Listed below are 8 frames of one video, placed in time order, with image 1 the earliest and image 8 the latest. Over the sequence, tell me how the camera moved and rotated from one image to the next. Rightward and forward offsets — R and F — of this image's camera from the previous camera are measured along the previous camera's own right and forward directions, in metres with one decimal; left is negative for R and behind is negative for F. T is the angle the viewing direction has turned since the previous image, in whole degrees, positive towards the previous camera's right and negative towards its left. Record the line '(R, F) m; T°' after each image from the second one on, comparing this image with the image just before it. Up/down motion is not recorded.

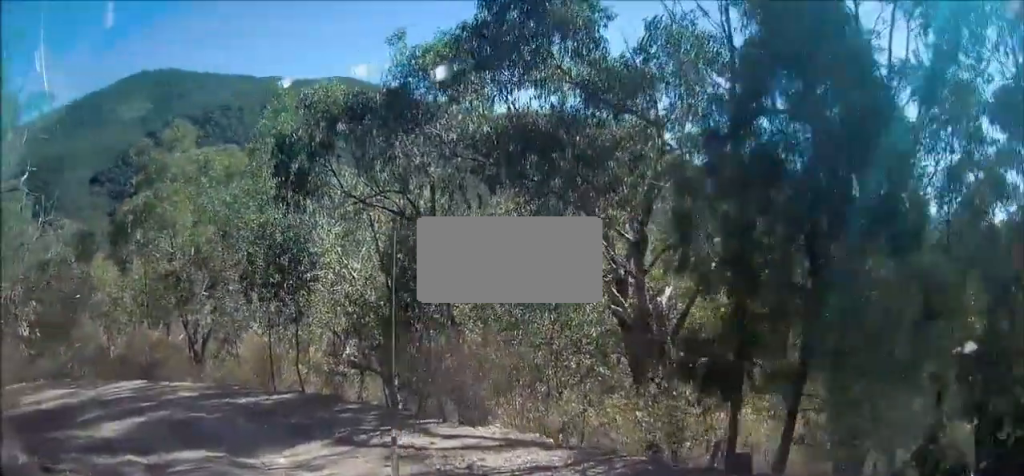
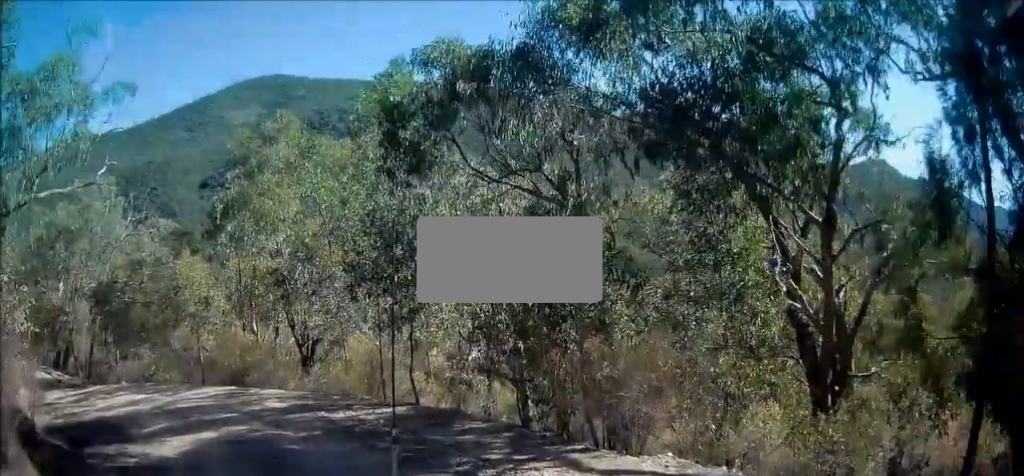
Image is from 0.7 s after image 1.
(-0.3, +2.4) m; -16°
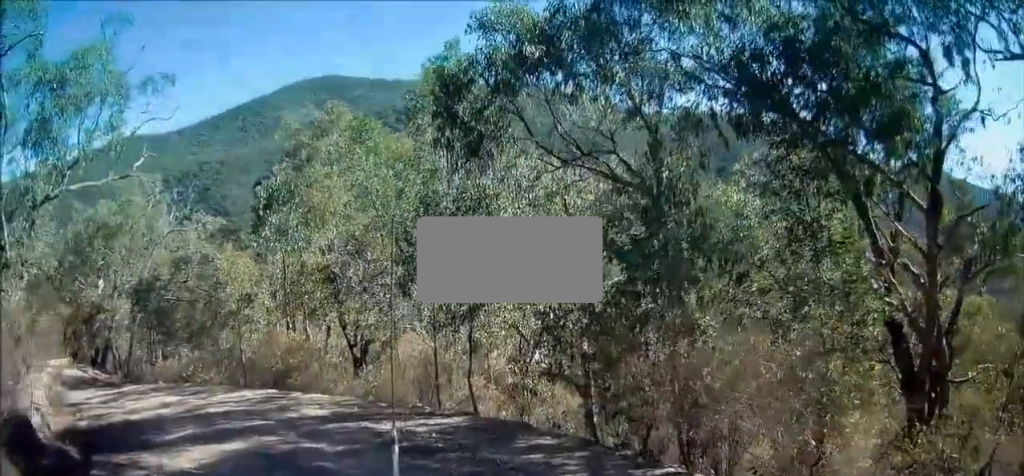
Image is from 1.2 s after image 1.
(-0.2, +1.3) m; -9°
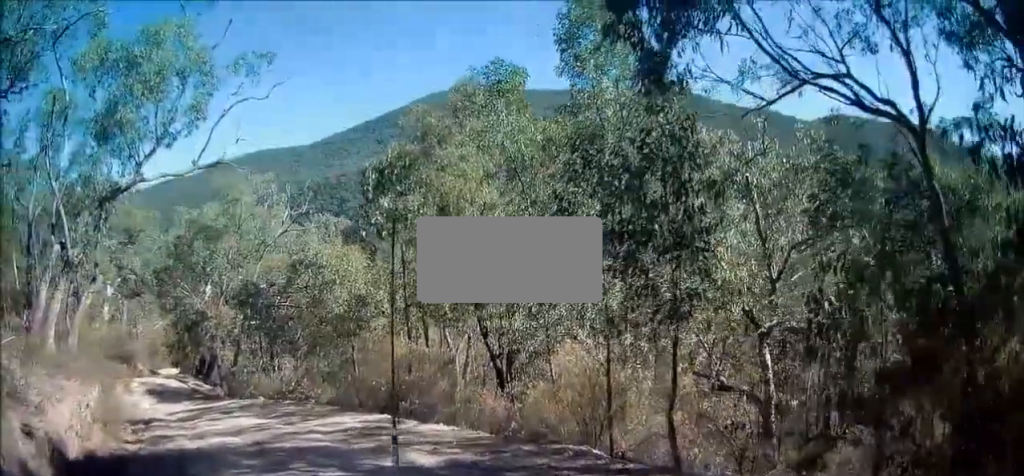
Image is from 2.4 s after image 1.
(-0.8, +3.4) m; -19°
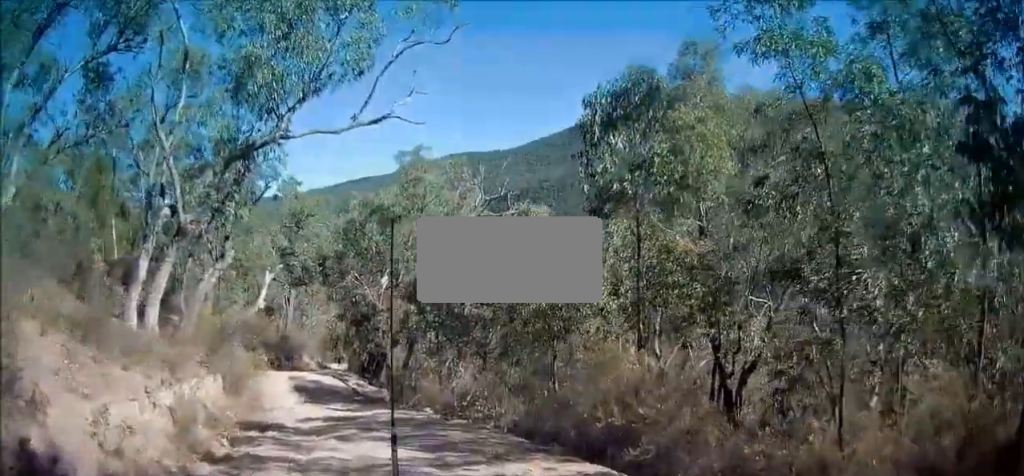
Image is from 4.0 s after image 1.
(-0.3, +4.2) m; -10°
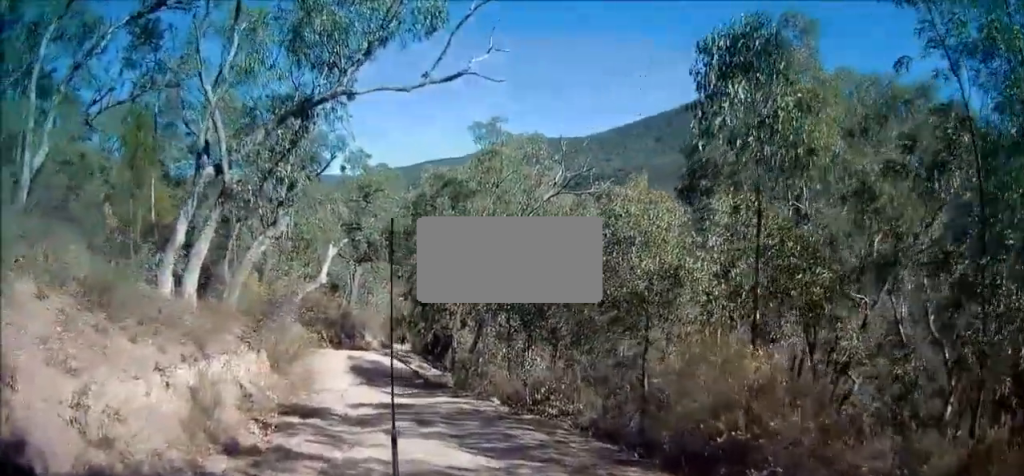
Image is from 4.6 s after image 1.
(-0.2, +1.6) m; -6°
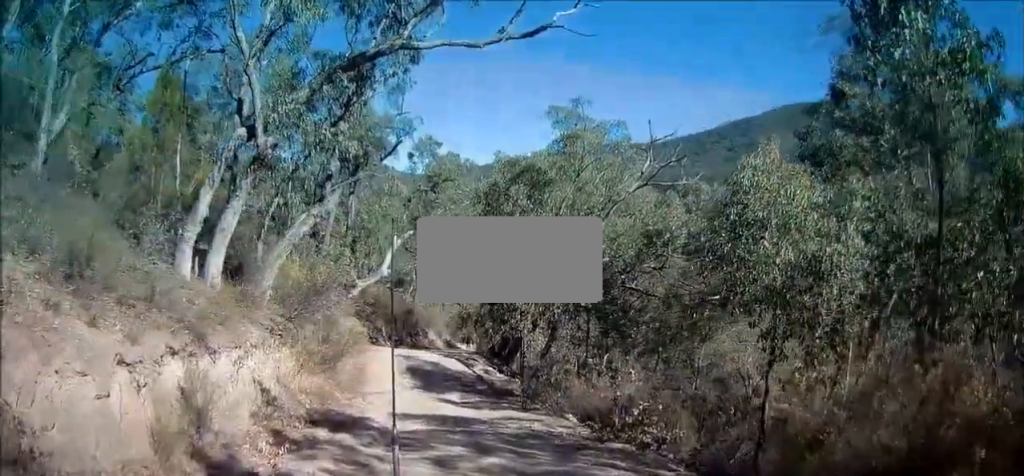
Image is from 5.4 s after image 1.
(-0.1, +2.3) m; -6°
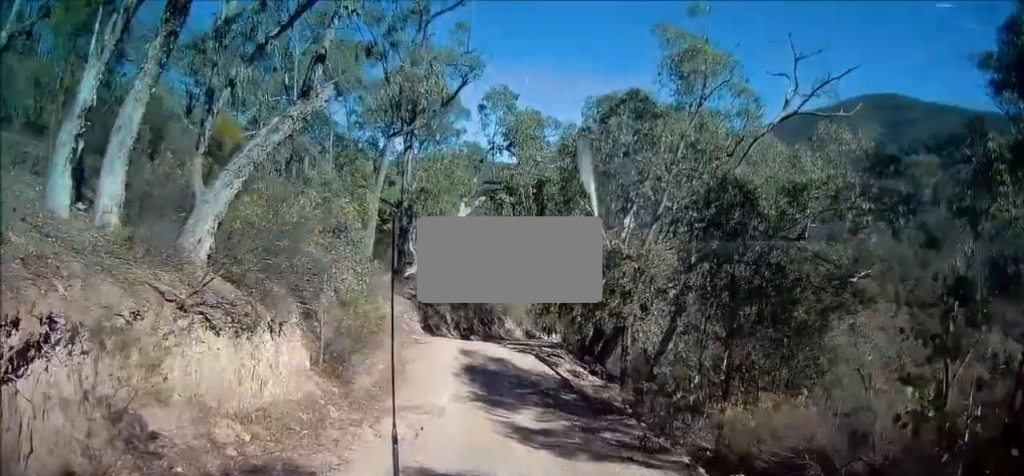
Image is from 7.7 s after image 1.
(-0.7, +6.3) m; -23°
